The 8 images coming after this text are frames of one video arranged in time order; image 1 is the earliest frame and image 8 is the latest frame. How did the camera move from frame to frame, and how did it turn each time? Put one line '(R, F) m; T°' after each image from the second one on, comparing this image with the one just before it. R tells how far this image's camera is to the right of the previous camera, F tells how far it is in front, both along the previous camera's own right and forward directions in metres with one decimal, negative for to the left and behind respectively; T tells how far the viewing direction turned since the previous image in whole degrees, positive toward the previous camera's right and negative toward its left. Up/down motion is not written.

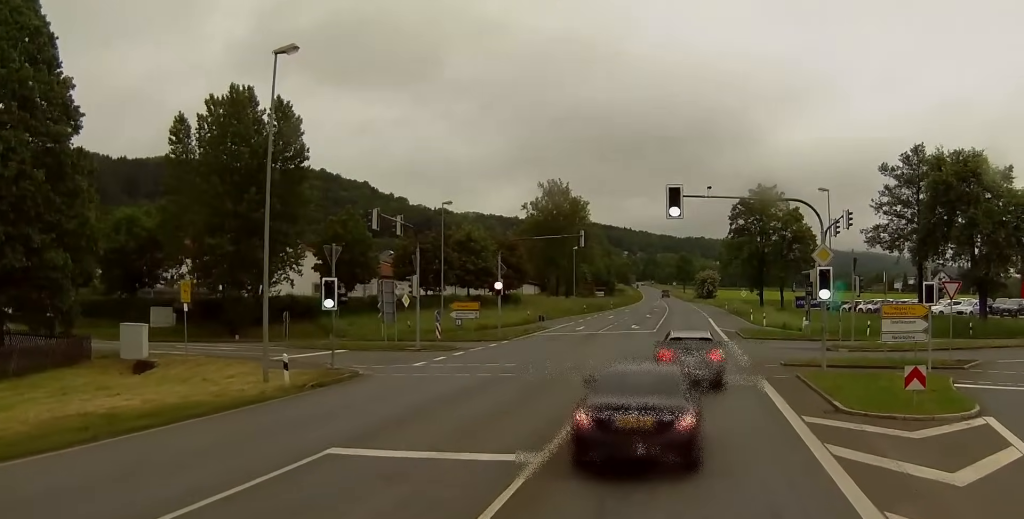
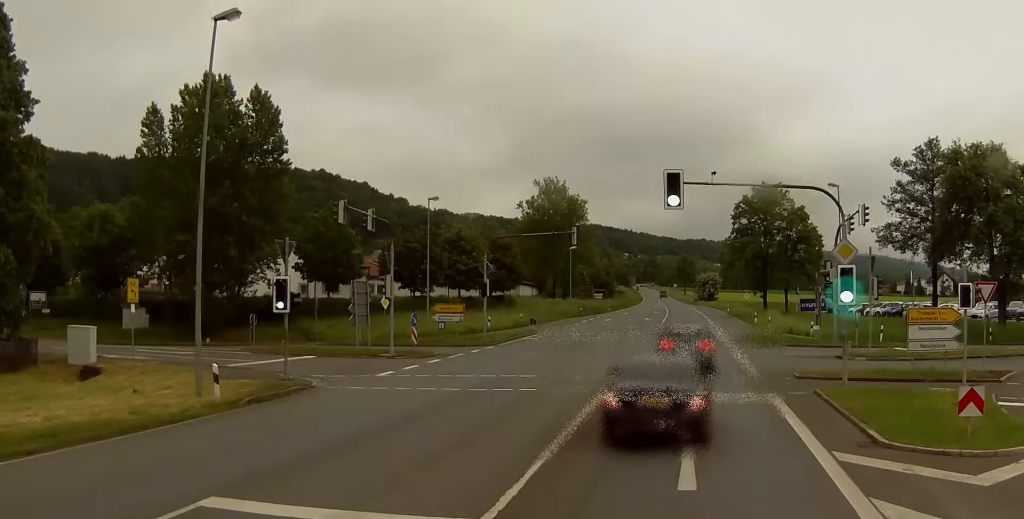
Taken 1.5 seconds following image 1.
(+0.1, +3.3) m; +2°
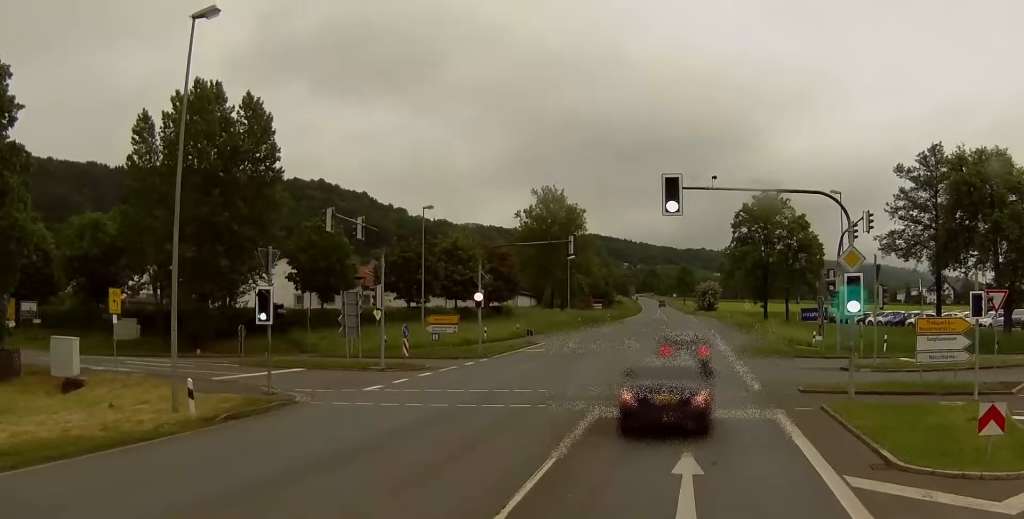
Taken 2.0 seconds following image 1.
(0.0, +1.2) m; 0°
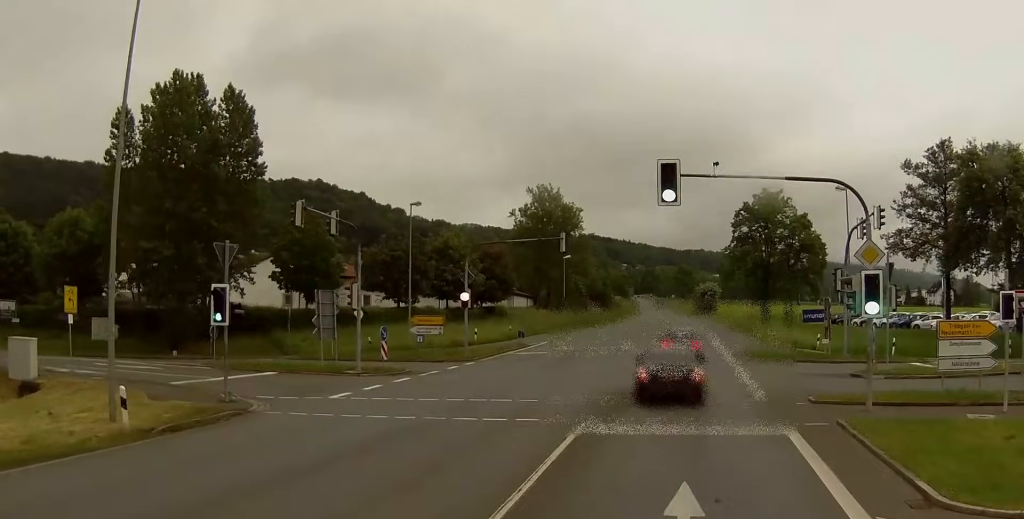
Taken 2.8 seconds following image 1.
(0.0, +2.4) m; +1°
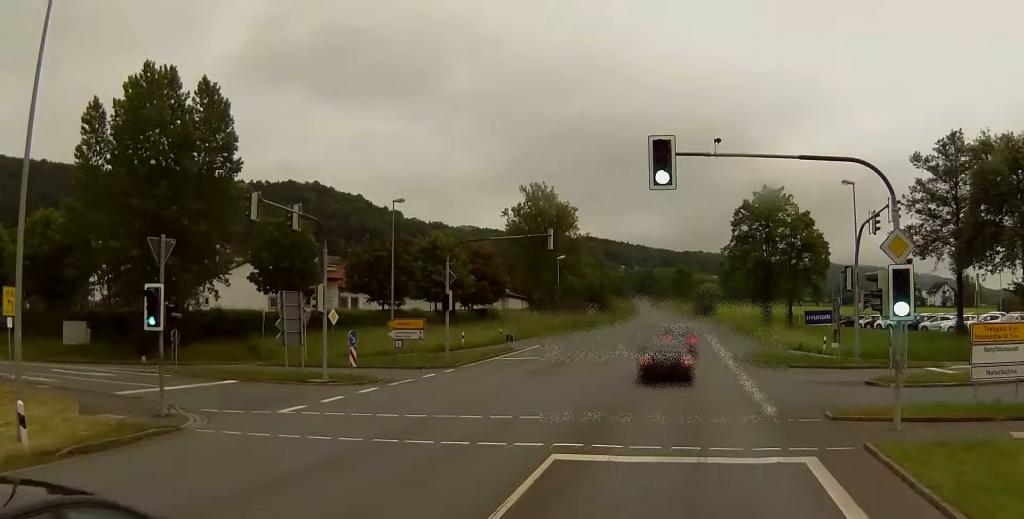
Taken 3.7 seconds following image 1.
(0.0, +2.7) m; 0°
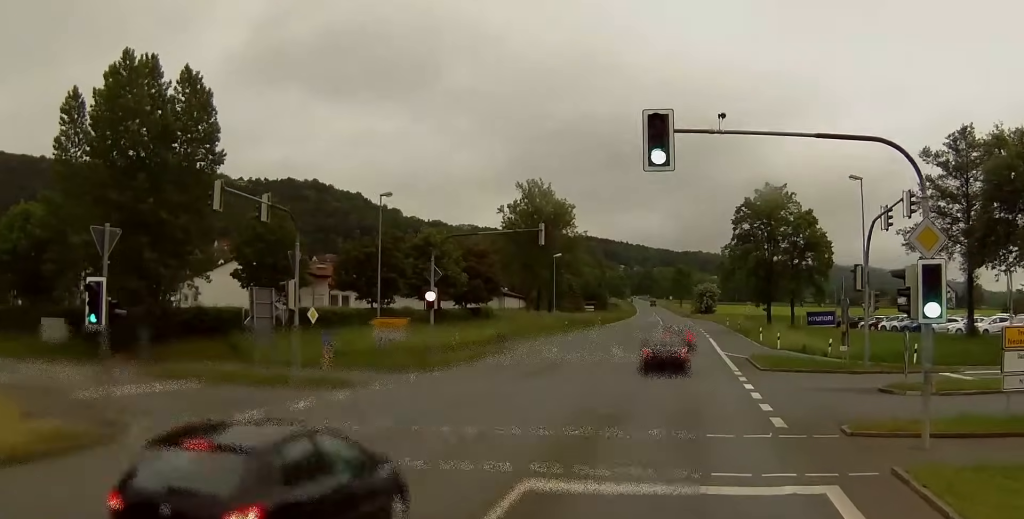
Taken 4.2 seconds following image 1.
(0.0, +2.0) m; 0°
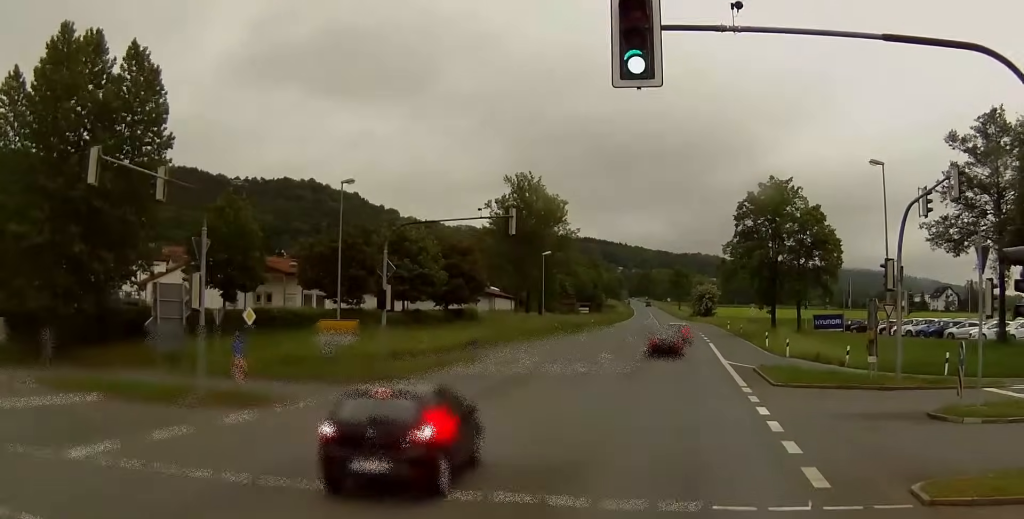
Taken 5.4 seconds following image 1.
(0.0, +4.6) m; 0°
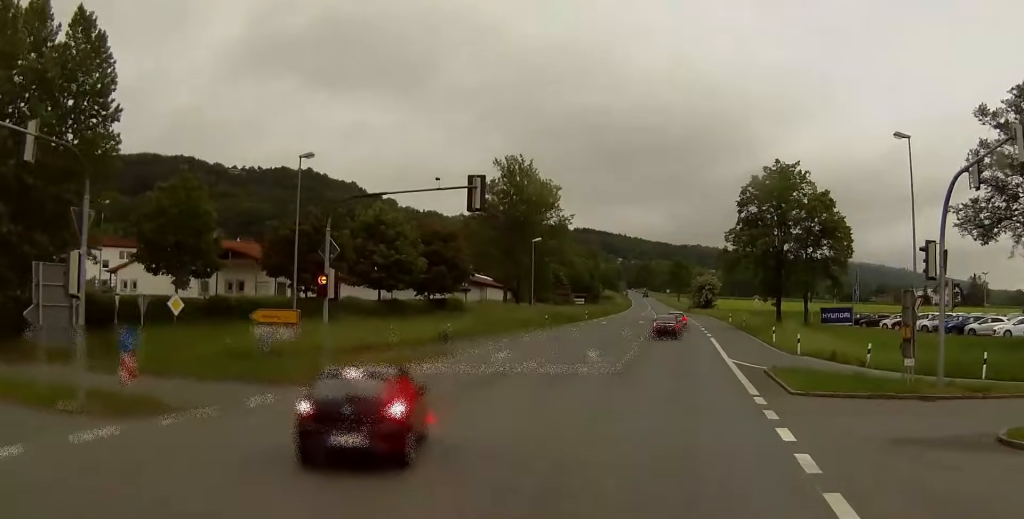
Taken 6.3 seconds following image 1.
(0.0, +4.0) m; 0°
